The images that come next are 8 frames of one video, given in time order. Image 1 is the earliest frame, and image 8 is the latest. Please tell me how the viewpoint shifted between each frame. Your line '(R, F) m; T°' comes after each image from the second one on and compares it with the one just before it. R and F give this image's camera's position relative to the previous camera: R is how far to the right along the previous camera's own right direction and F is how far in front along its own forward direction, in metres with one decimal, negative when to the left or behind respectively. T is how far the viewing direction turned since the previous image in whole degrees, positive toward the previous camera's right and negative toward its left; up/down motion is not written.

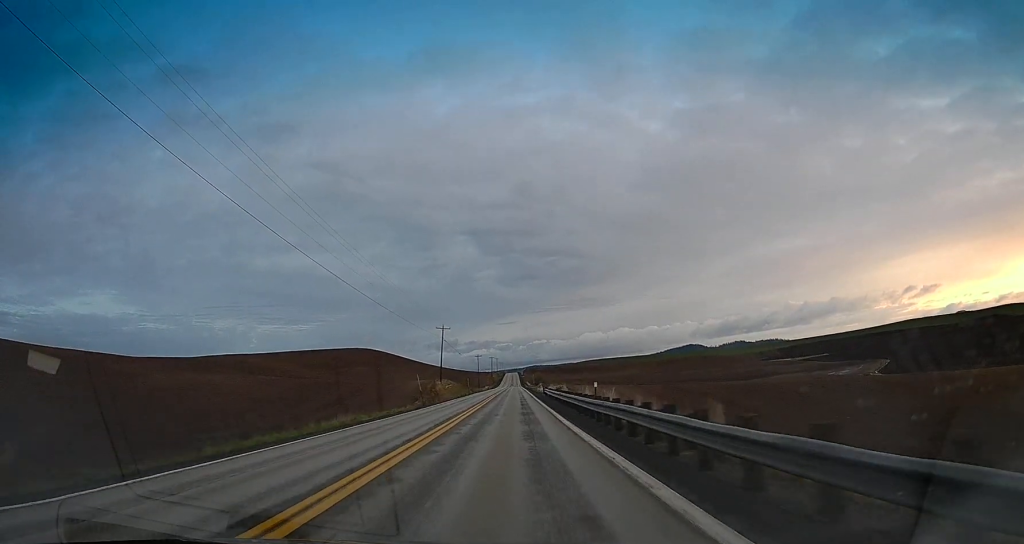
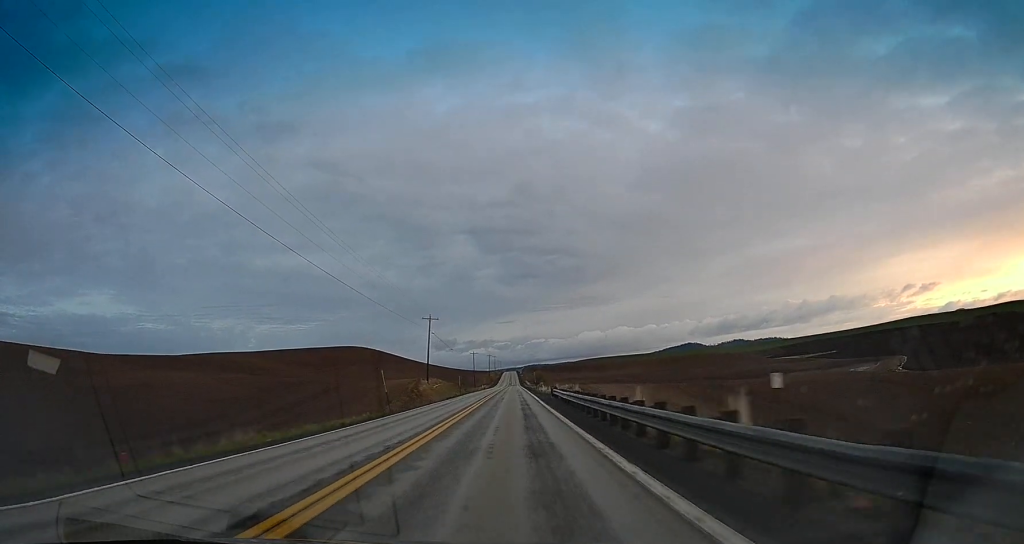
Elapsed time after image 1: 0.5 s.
(-0.1, +14.5) m; 0°
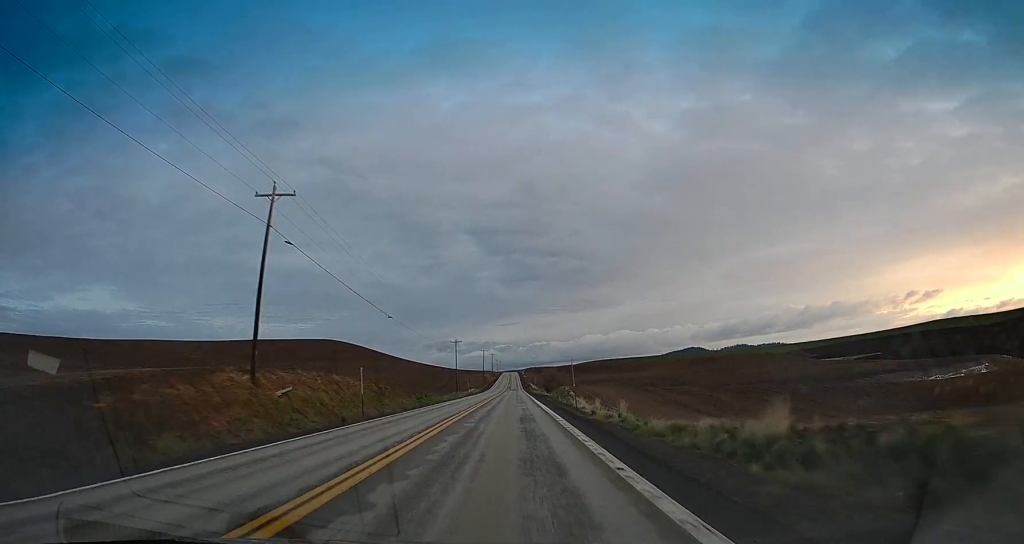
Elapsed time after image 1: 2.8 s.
(+0.3, +61.5) m; 0°
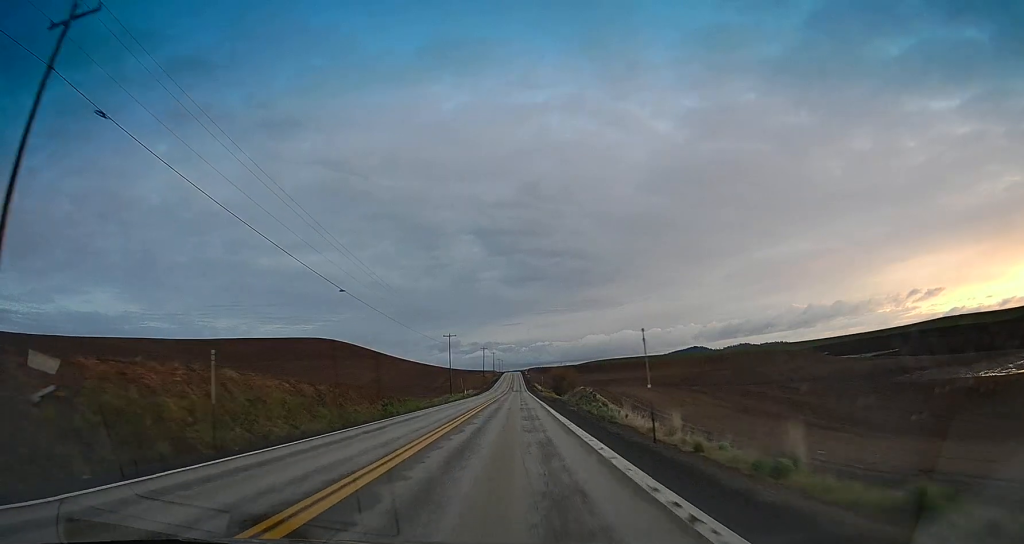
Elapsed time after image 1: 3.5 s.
(-0.1, +18.1) m; 0°
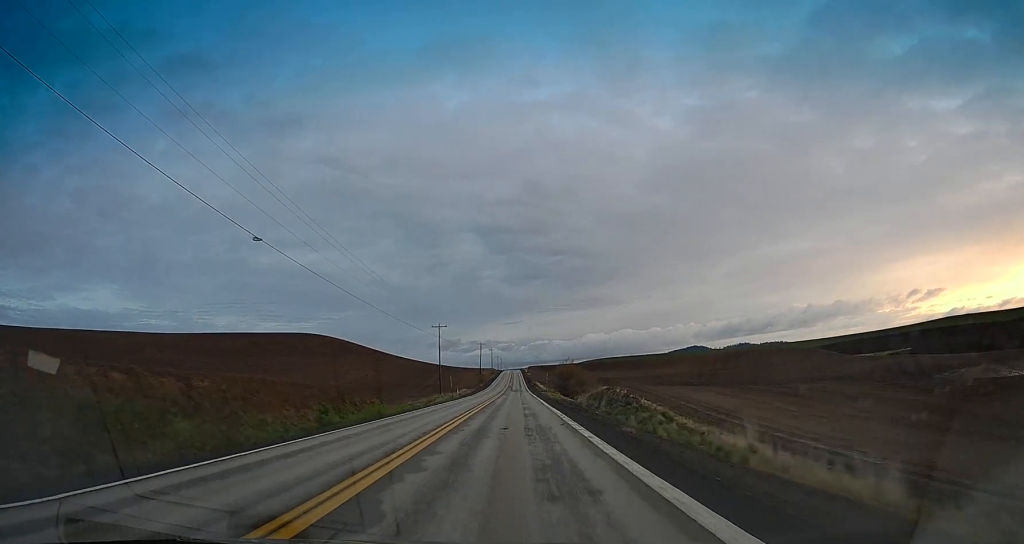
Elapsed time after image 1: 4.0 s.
(0.0, +15.4) m; +1°
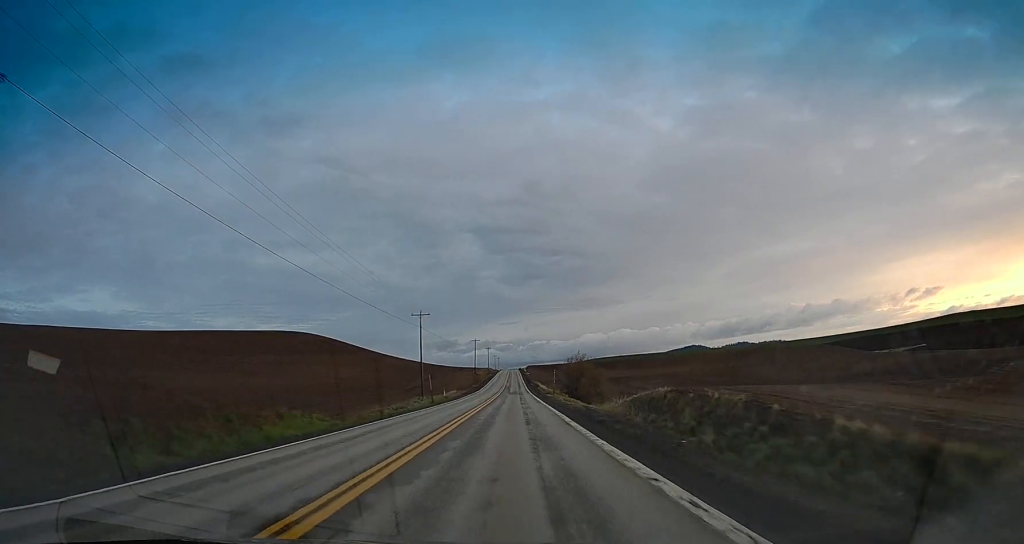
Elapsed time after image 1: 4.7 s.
(+0.2, +18.1) m; 0°
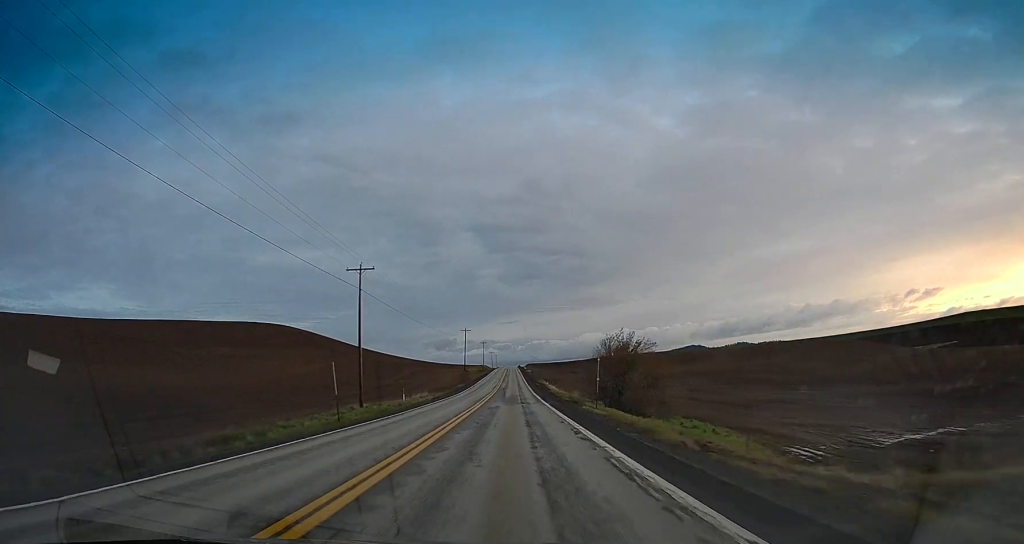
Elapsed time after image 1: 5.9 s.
(-0.2, +32.5) m; -1°
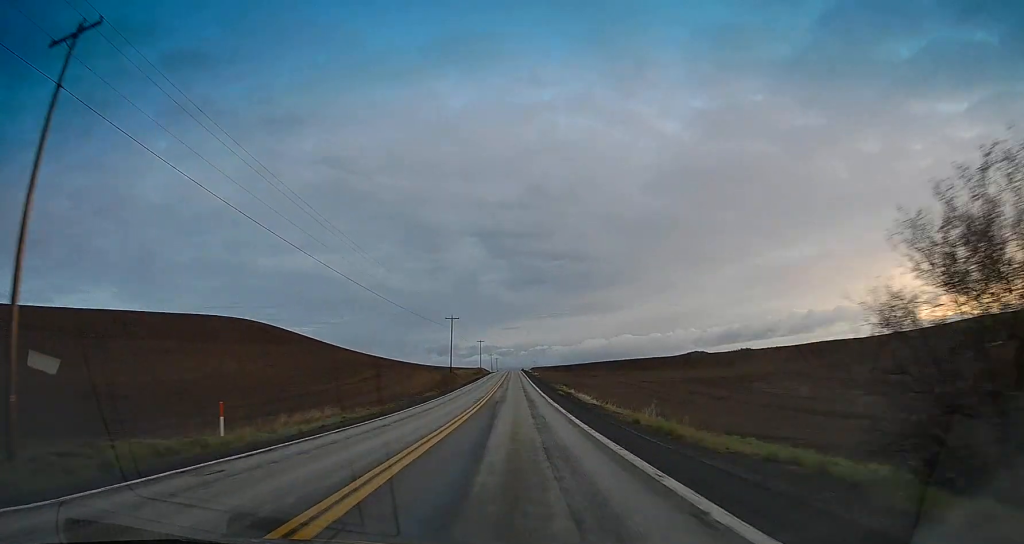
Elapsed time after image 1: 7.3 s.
(-0.2, +38.0) m; 0°
